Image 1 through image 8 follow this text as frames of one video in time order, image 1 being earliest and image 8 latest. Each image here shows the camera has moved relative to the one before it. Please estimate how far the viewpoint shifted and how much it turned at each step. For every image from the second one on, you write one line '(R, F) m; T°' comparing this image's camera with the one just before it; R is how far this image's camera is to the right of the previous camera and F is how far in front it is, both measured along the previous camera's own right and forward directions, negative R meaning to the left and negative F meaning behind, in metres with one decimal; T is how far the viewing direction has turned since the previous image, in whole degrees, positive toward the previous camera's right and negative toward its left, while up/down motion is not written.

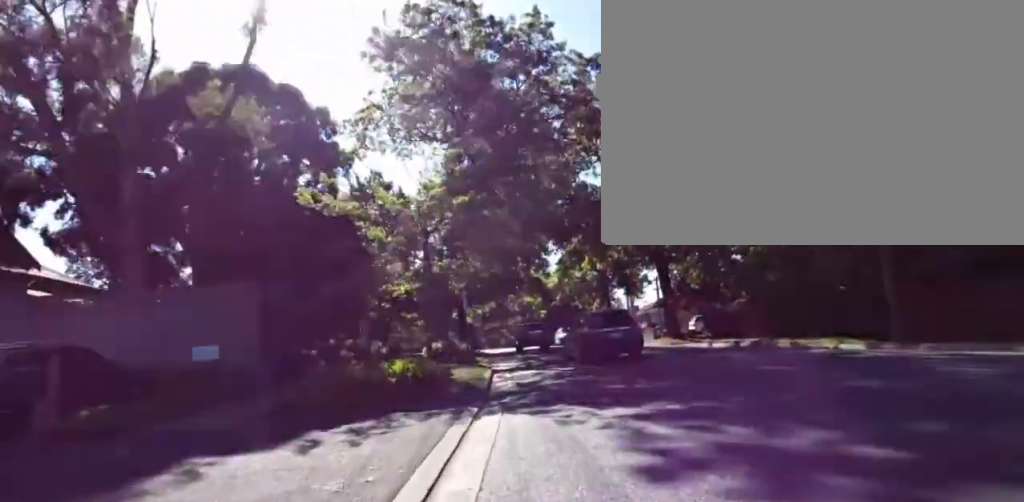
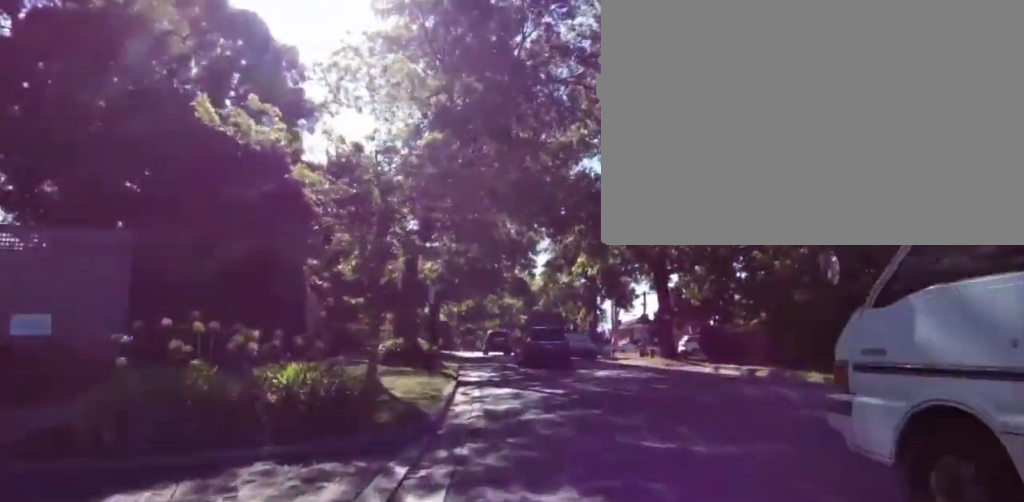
(+0.4, +4.2) m; +4°
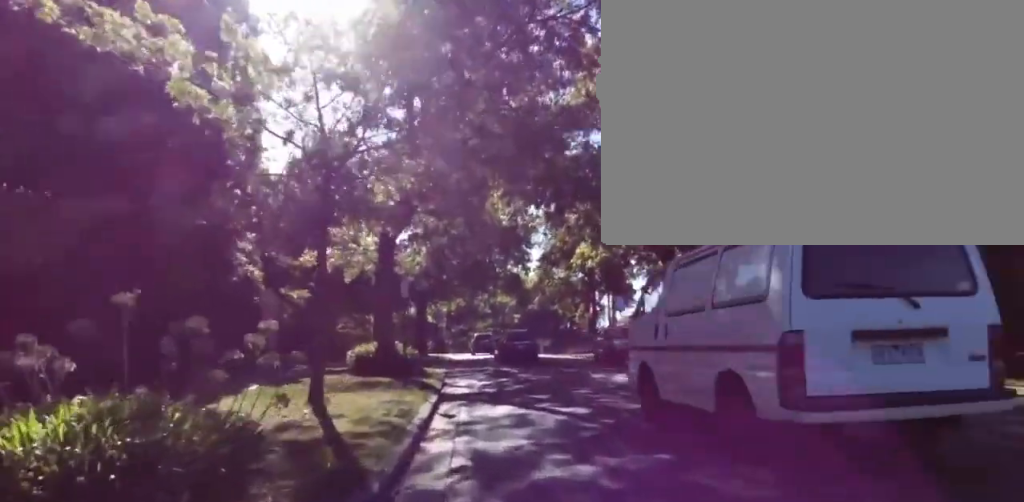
(0.0, +3.3) m; -6°
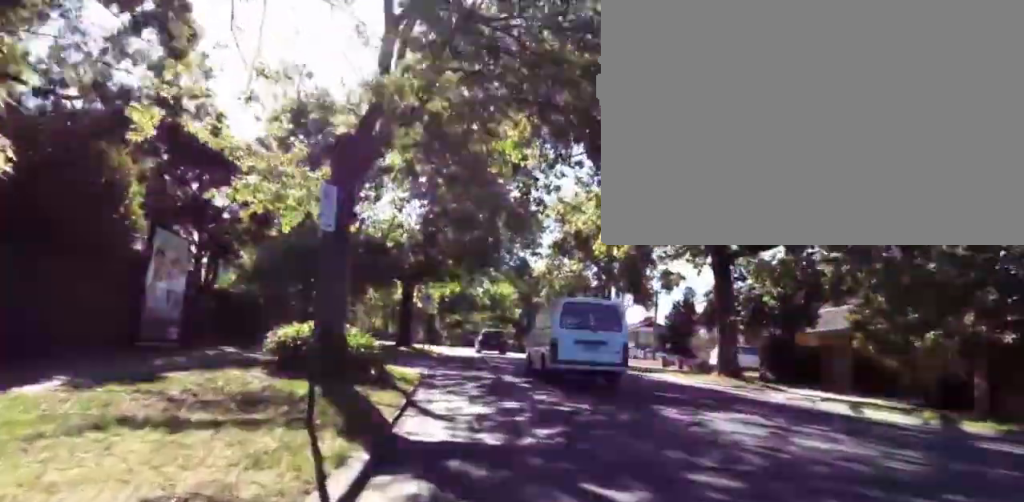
(-0.7, +5.9) m; -8°
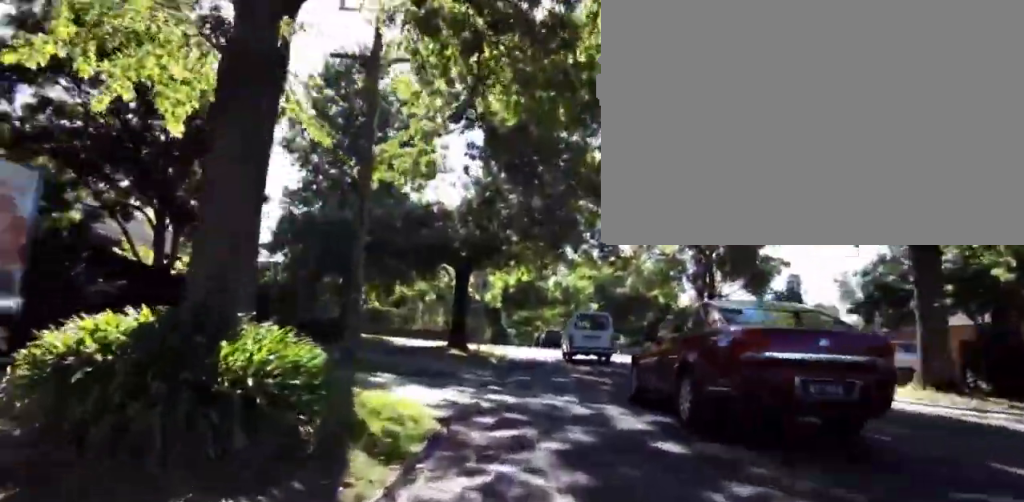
(+0.4, +6.7) m; +8°
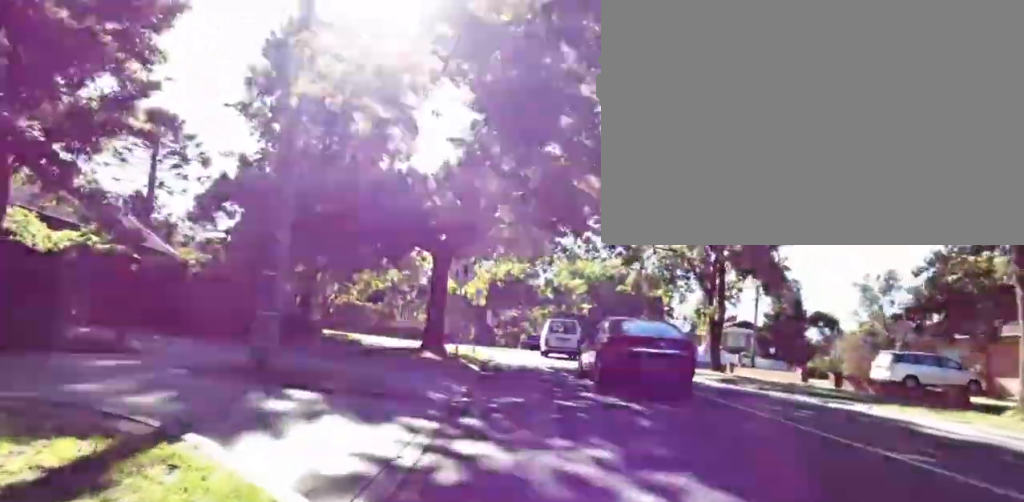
(+0.3, +4.5) m; +4°
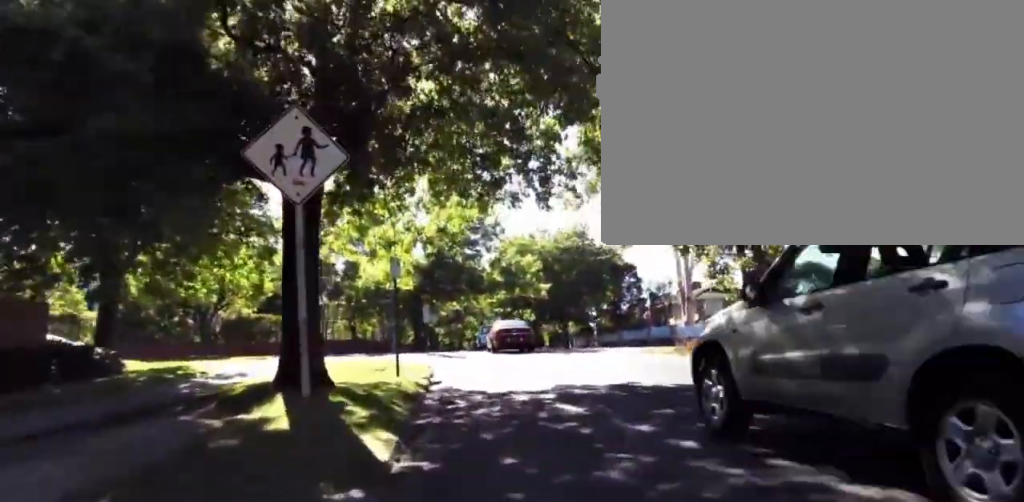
(-0.8, +11.5) m; +3°
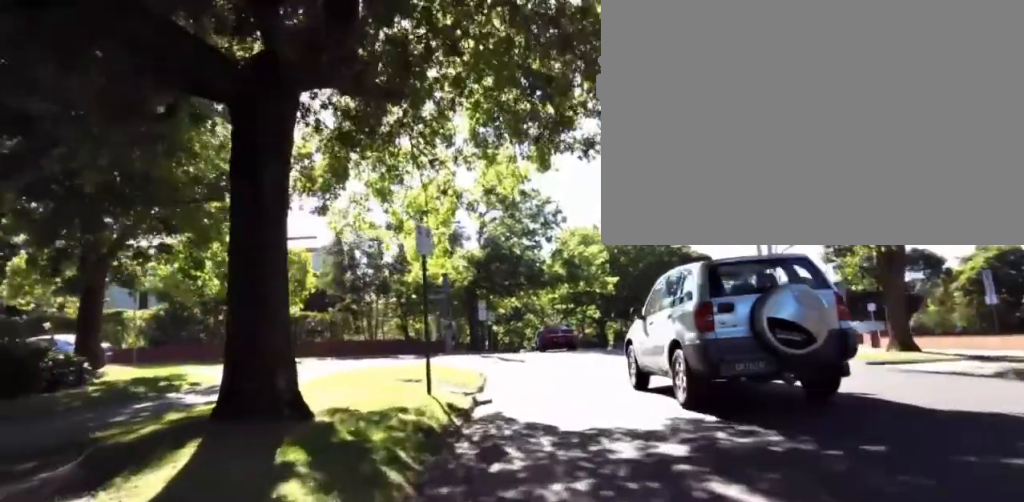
(+1.1, +4.1) m; 0°
